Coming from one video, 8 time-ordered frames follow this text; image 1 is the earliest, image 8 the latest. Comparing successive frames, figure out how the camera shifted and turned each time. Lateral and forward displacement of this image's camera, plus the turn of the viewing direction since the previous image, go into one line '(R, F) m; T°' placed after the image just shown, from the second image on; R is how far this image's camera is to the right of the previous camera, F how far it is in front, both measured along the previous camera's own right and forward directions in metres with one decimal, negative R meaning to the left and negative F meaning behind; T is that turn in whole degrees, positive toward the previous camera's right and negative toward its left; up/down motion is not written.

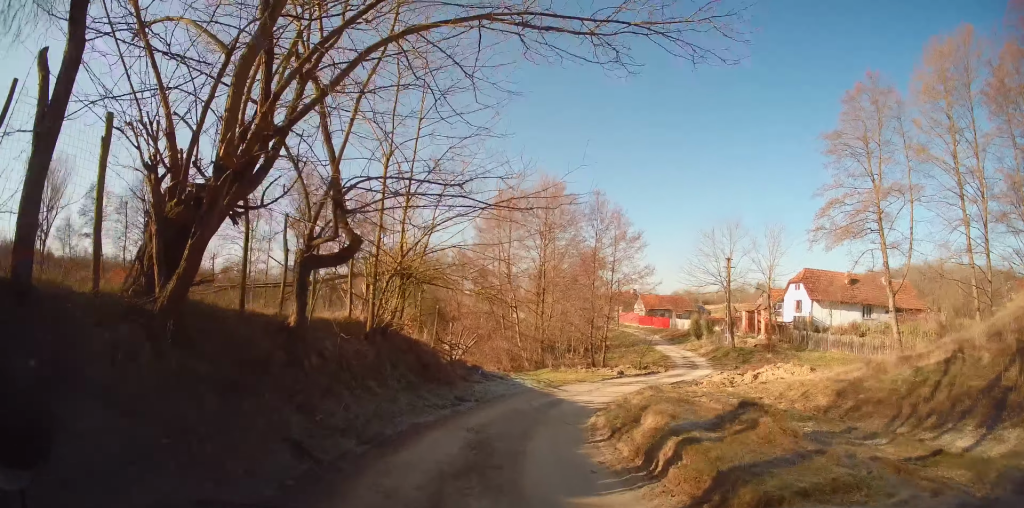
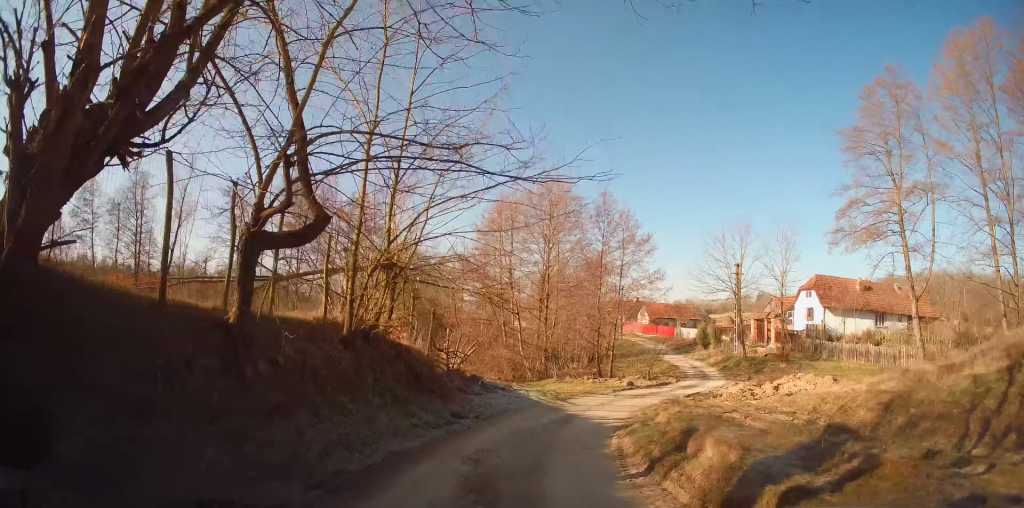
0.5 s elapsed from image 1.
(0.0, +1.5) m; 0°
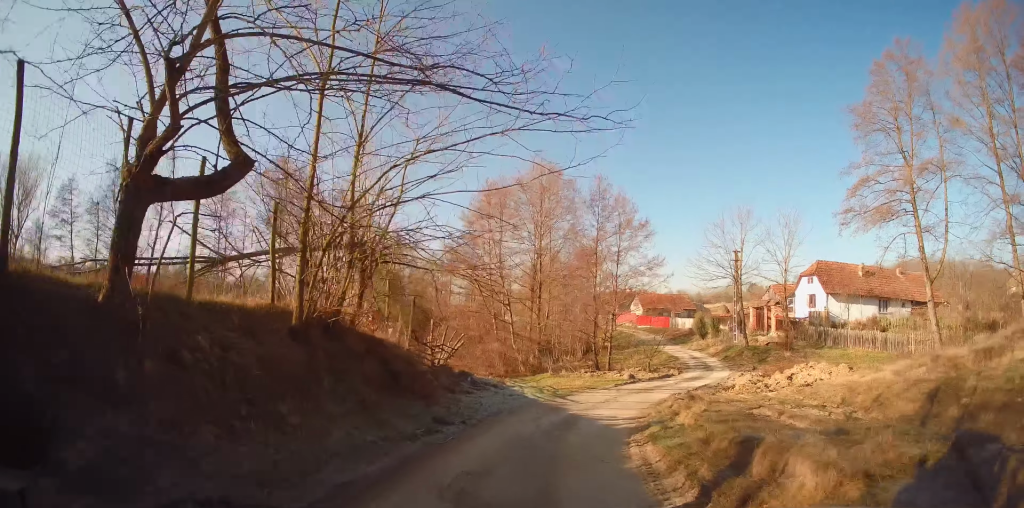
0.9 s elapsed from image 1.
(0.0, +1.6) m; 0°
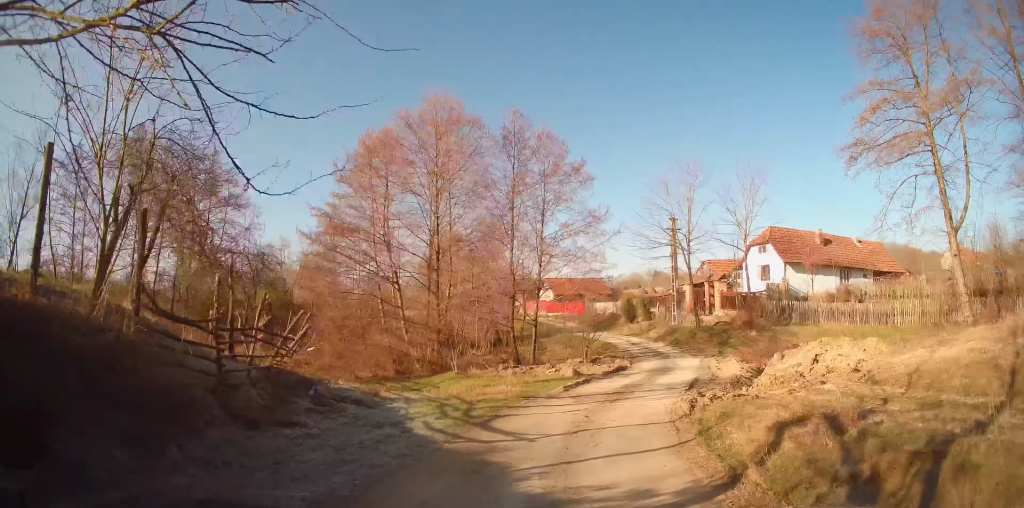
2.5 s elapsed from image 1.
(-0.3, +7.2) m; +4°
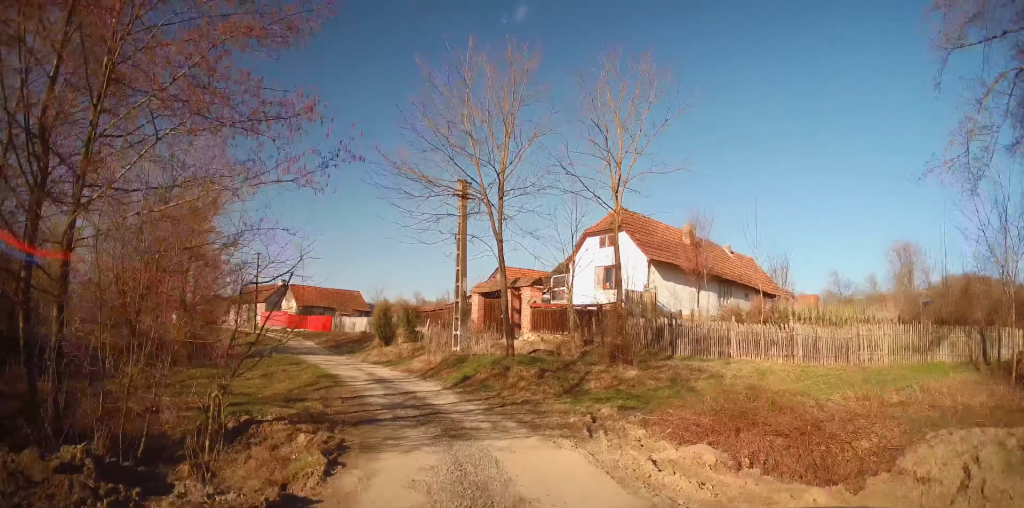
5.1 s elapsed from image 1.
(+4.6, +14.8) m; +27°
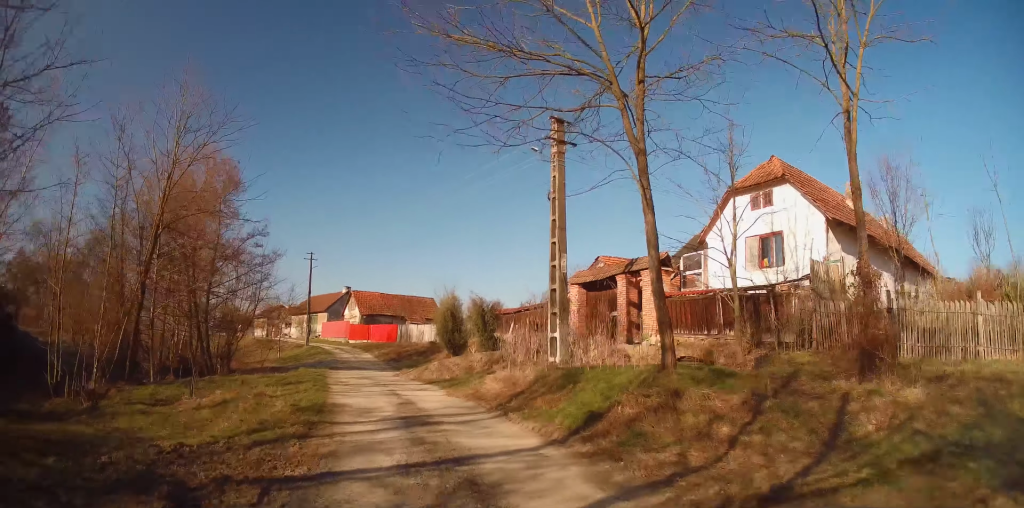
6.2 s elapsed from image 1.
(+0.1, +7.8) m; -6°
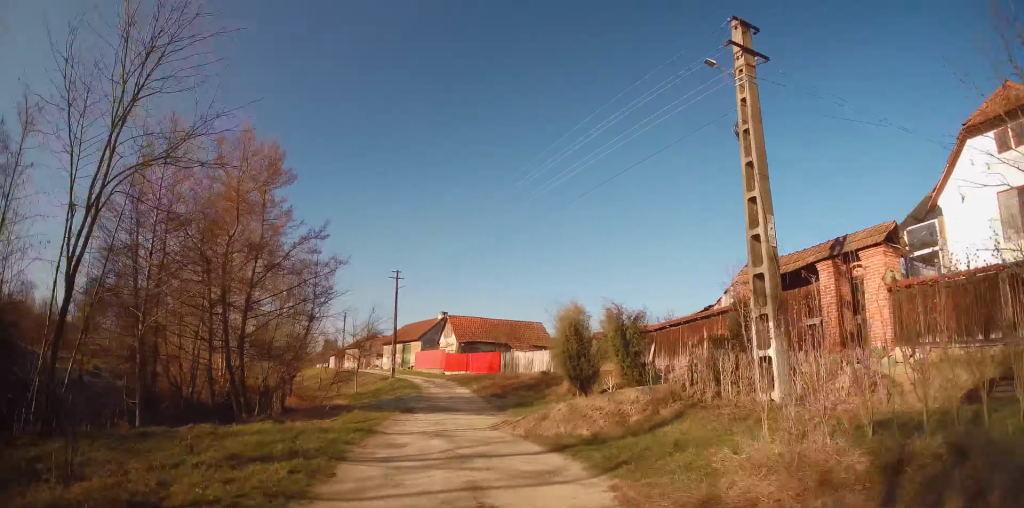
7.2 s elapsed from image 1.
(-0.7, +6.9) m; -10°
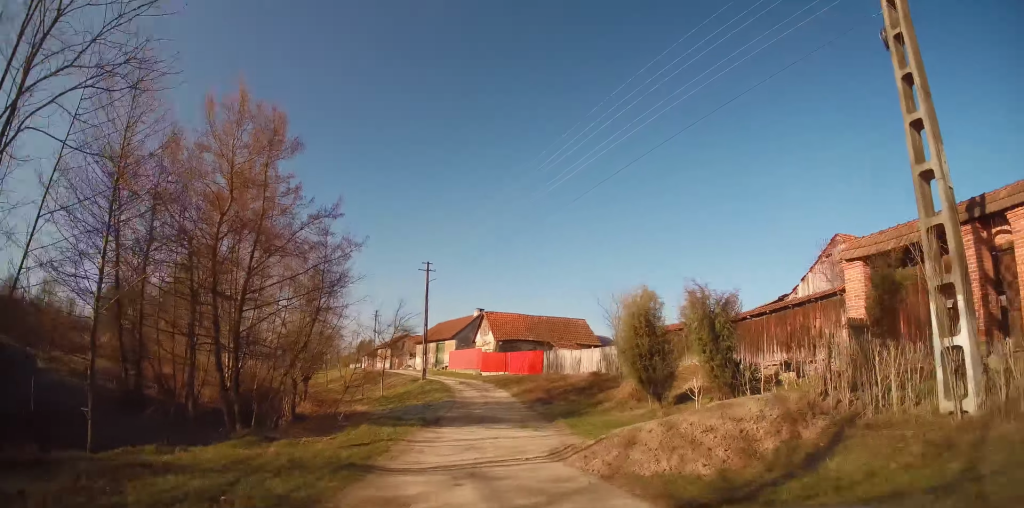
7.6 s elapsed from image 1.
(-0.3, +3.4) m; -4°
